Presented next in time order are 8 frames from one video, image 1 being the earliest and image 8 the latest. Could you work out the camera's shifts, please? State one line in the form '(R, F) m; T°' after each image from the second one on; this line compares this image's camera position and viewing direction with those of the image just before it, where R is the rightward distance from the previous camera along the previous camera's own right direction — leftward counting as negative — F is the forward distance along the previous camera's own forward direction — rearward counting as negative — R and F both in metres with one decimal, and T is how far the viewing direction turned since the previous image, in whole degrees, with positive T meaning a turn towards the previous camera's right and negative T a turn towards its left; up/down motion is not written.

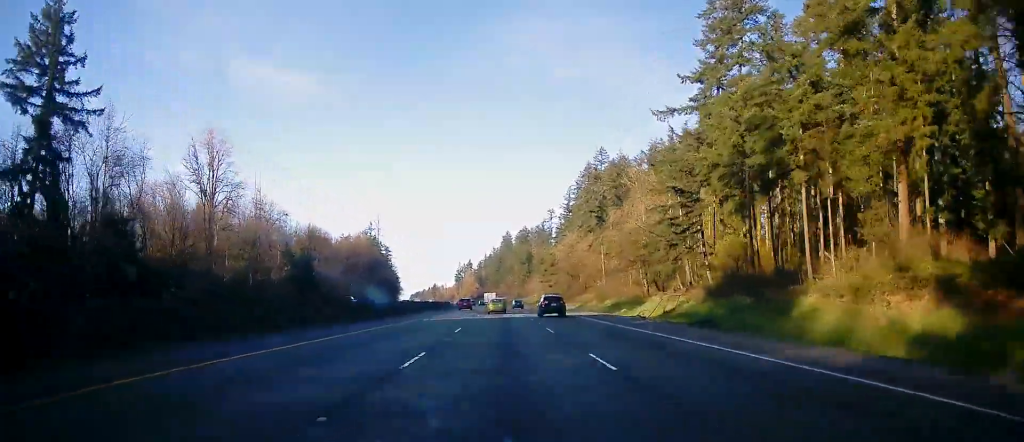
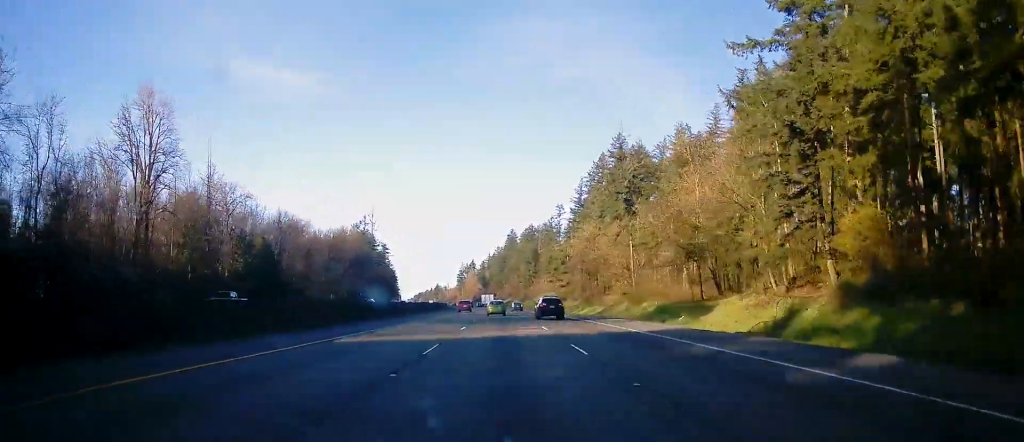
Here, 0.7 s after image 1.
(+0.5, +21.1) m; 0°
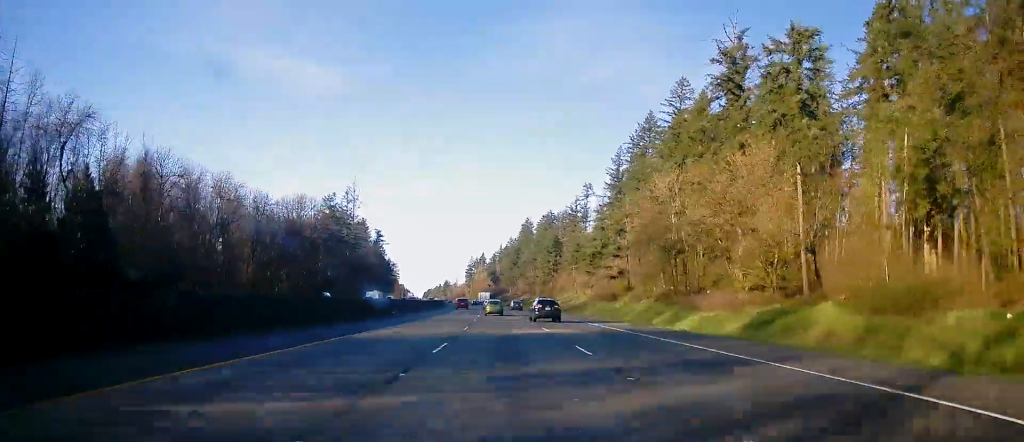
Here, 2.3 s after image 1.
(-0.7, +48.1) m; -1°
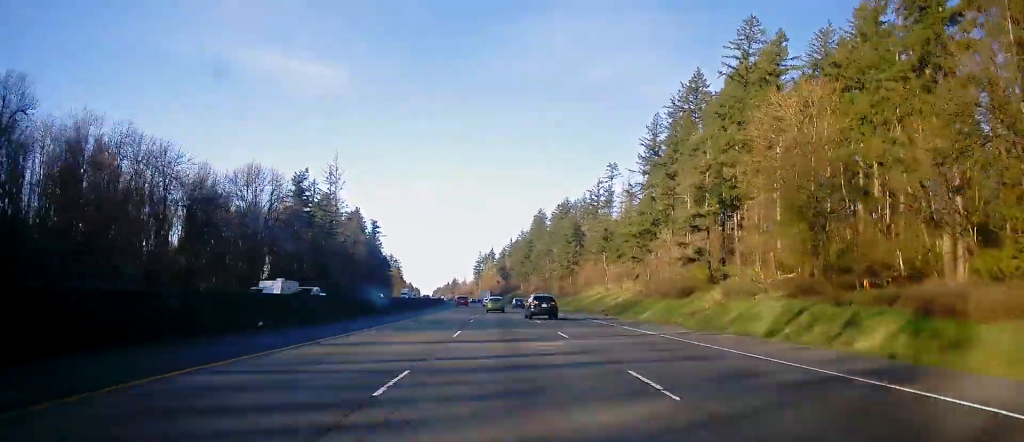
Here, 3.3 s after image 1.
(-0.4, +31.2) m; -1°
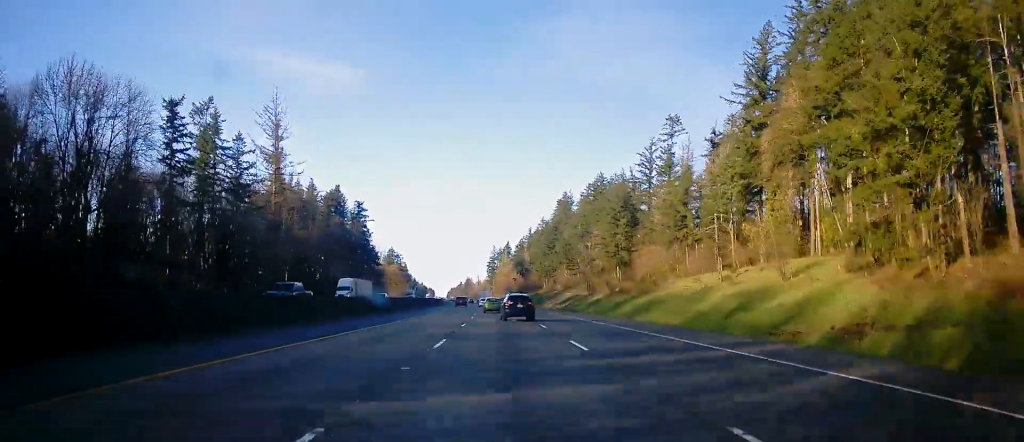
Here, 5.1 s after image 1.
(-0.5, +53.3) m; -1°
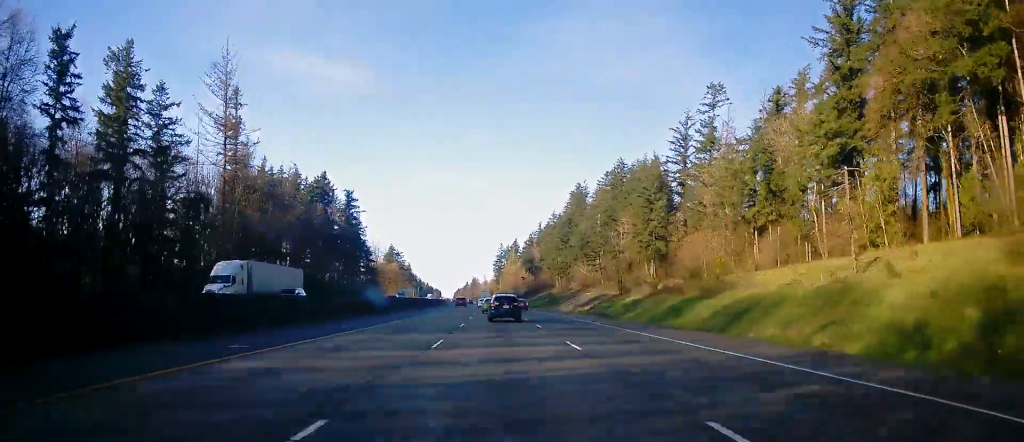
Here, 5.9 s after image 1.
(-0.1, +23.9) m; -1°
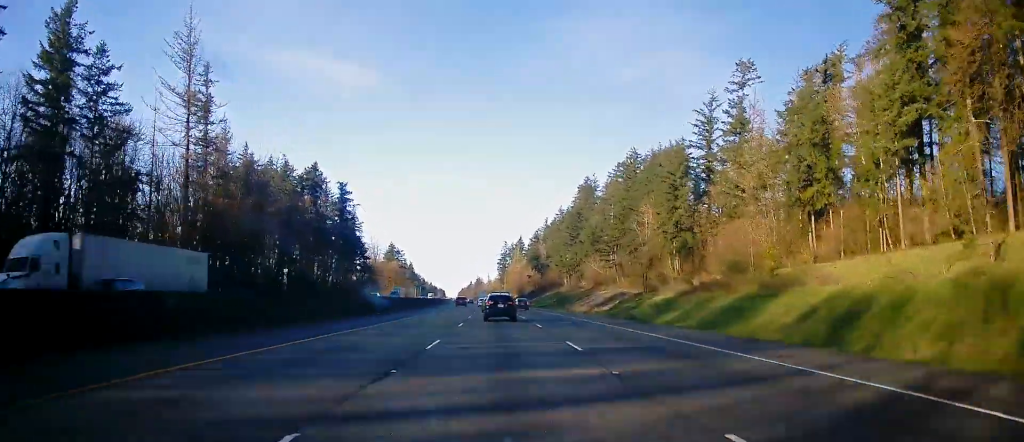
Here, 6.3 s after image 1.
(-0.2, +12.7) m; 0°
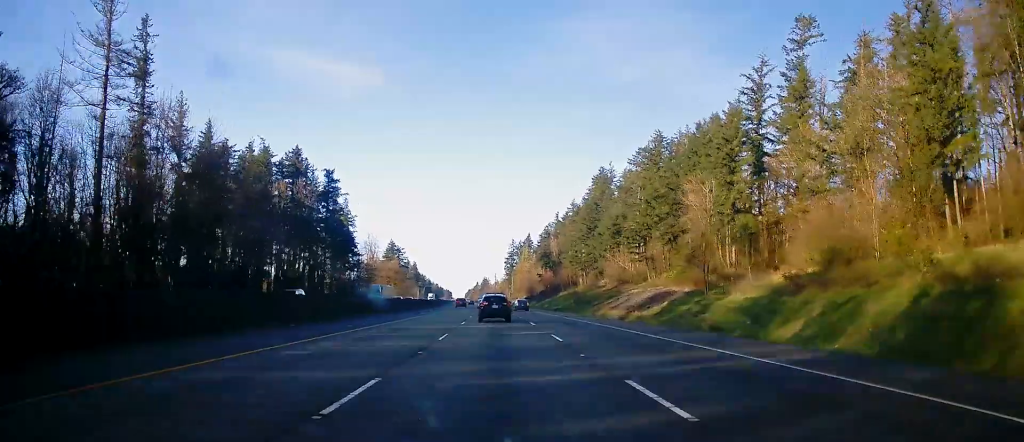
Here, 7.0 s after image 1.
(-0.2, +20.5) m; -1°
